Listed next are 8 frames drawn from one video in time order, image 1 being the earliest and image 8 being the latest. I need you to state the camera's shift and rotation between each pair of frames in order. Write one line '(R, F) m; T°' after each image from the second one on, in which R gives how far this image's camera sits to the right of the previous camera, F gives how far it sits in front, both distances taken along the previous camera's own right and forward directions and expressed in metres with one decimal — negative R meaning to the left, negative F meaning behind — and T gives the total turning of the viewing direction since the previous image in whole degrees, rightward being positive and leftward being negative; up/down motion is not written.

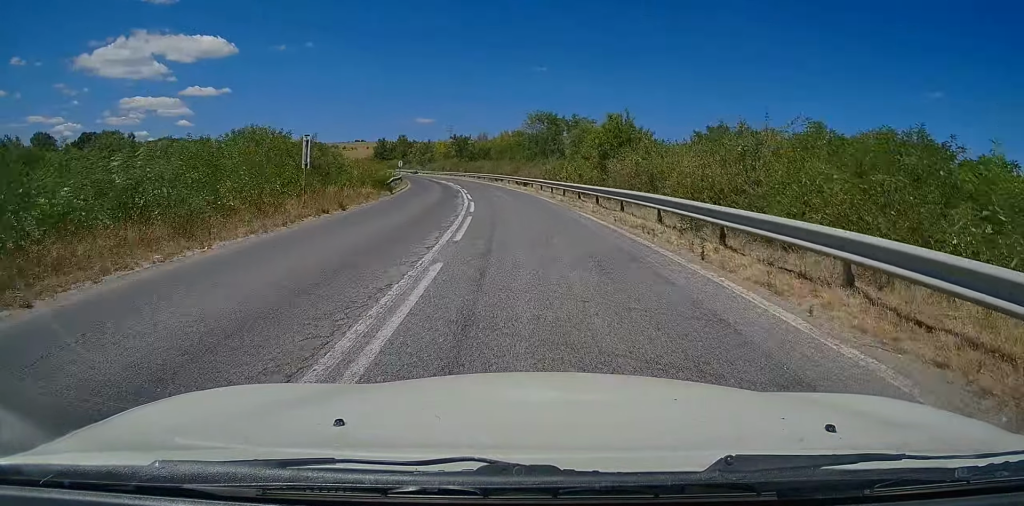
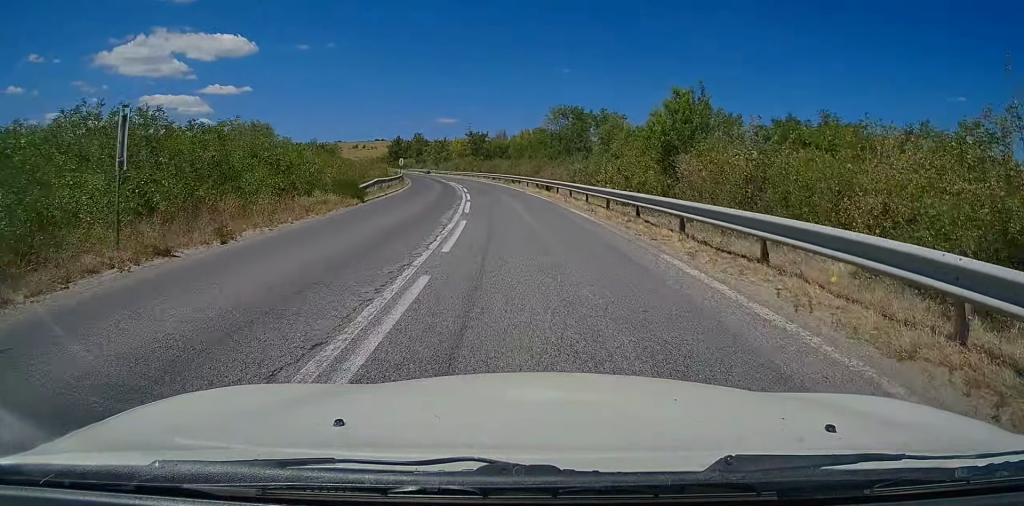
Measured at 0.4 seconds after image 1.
(-0.1, +10.0) m; -2°
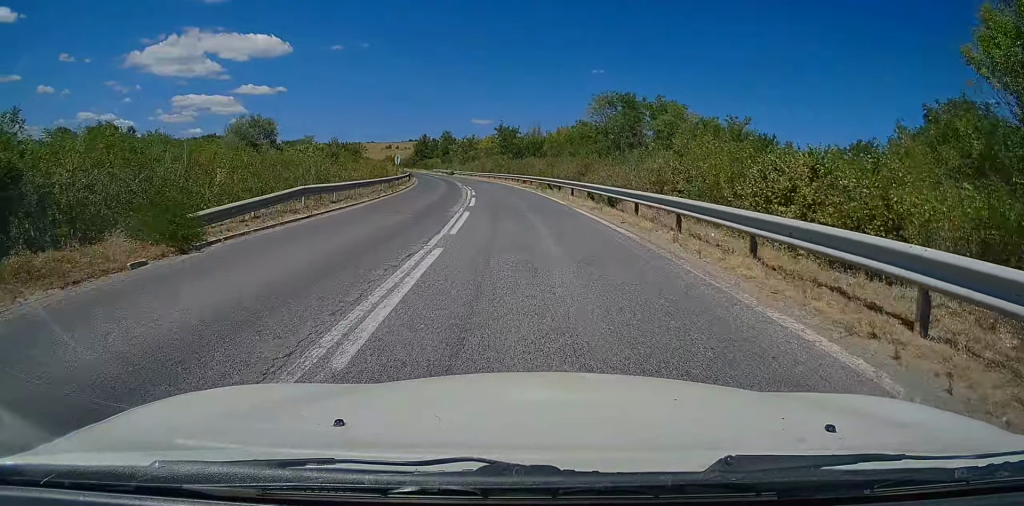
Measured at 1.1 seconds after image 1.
(-0.1, +15.5) m; -2°
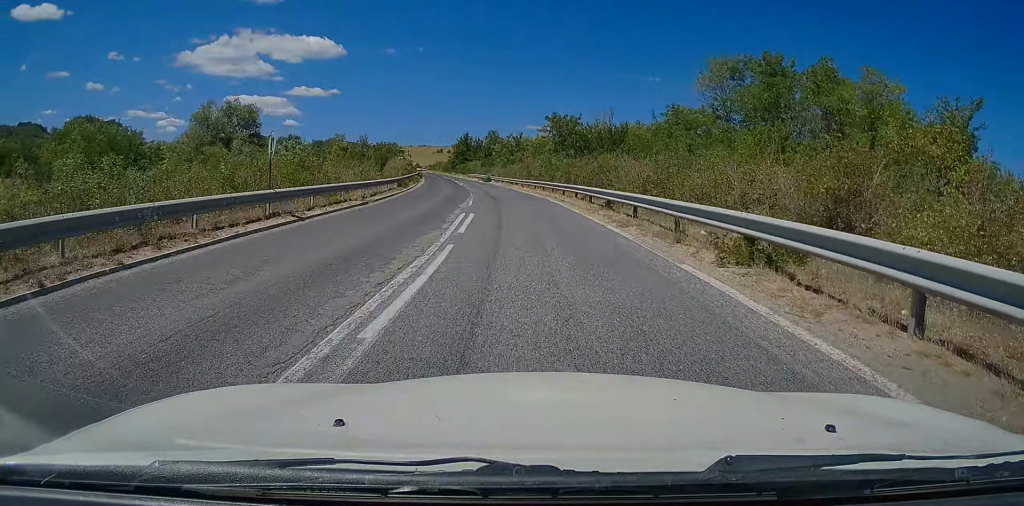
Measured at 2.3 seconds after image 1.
(-1.3, +27.8) m; -5°
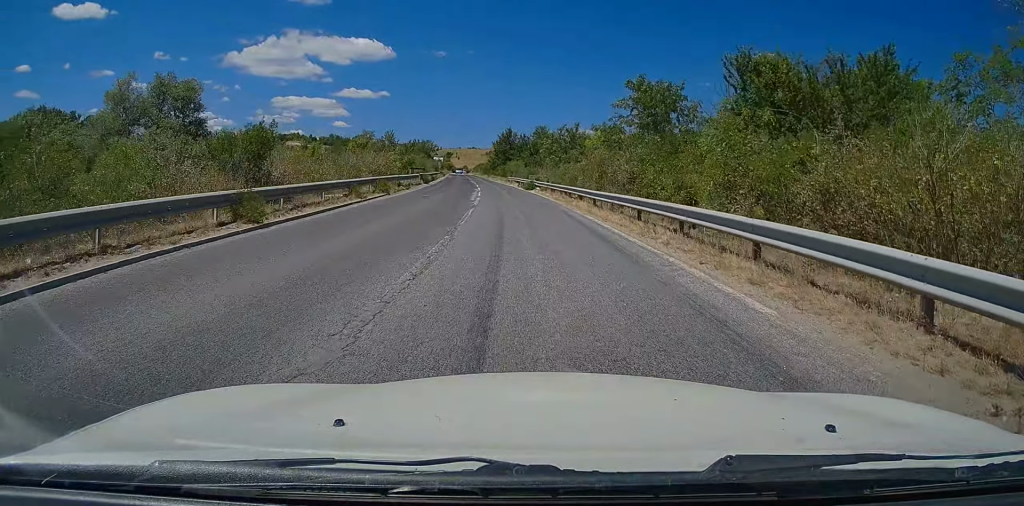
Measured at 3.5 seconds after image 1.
(-1.4, +27.6) m; -5°
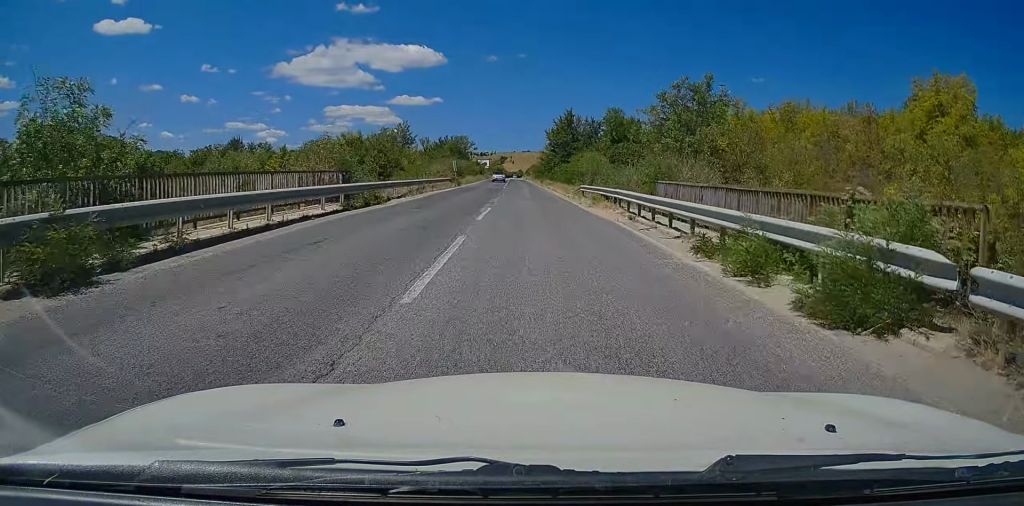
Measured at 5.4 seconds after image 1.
(-2.4, +44.7) m; -5°
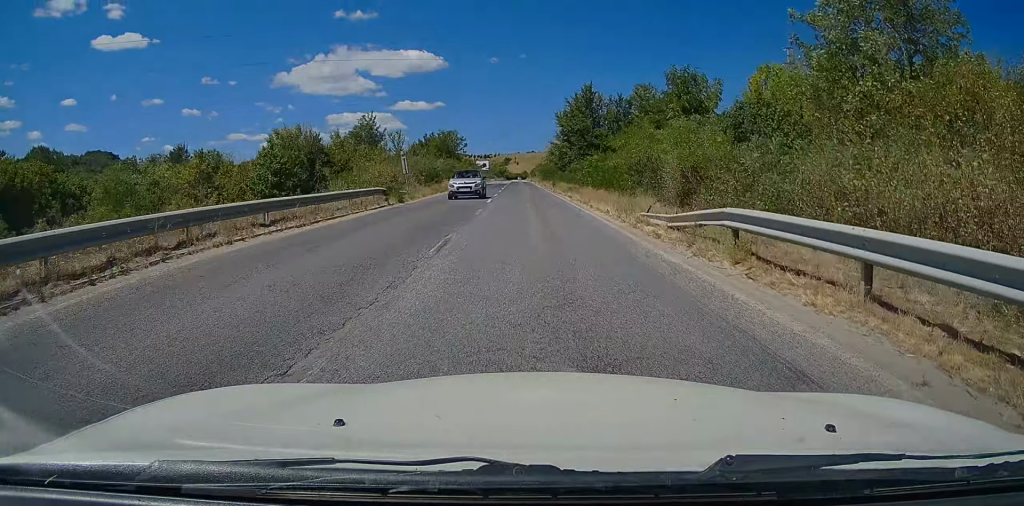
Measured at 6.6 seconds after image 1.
(-0.3, +26.5) m; -2°
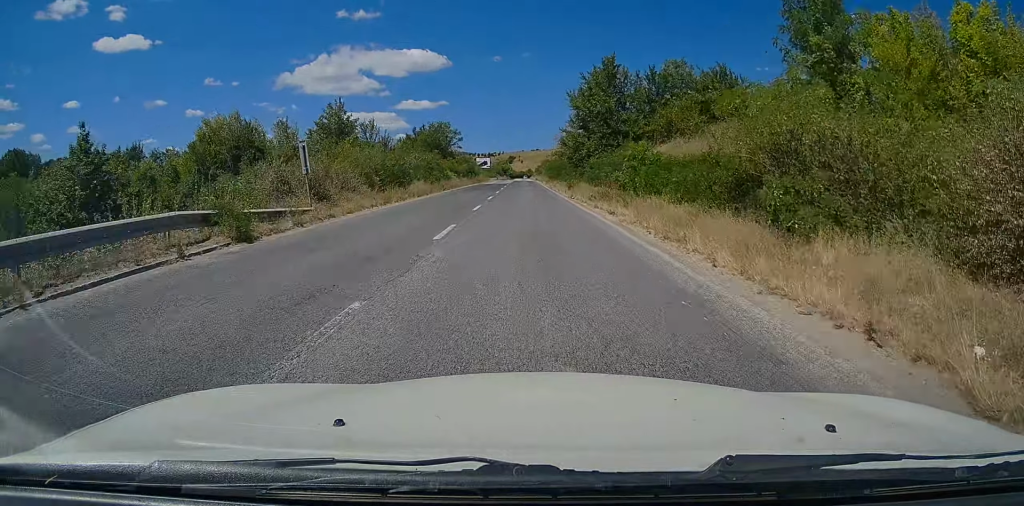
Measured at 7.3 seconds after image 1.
(-0.2, +16.4) m; -1°
